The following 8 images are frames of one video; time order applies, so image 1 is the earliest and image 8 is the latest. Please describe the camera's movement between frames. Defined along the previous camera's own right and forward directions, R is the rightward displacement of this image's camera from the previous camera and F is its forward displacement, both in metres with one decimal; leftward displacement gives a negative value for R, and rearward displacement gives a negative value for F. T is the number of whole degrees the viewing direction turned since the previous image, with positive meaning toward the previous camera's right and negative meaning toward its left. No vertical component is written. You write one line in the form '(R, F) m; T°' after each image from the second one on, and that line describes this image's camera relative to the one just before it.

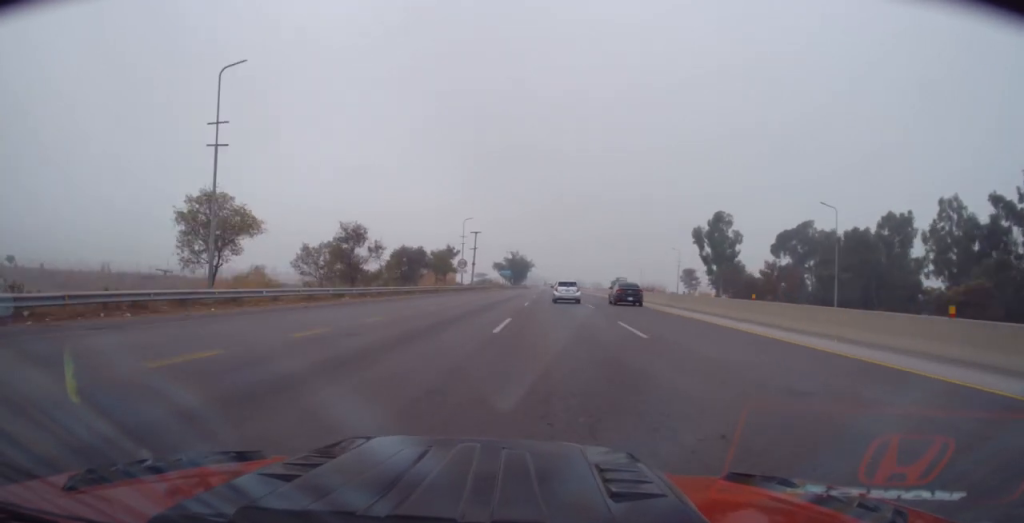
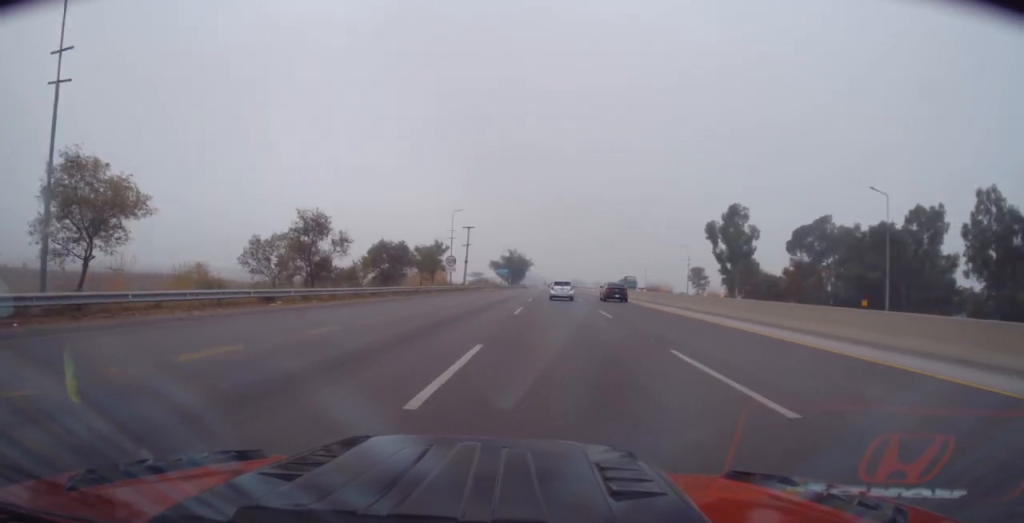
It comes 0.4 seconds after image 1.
(-0.1, +9.1) m; 0°
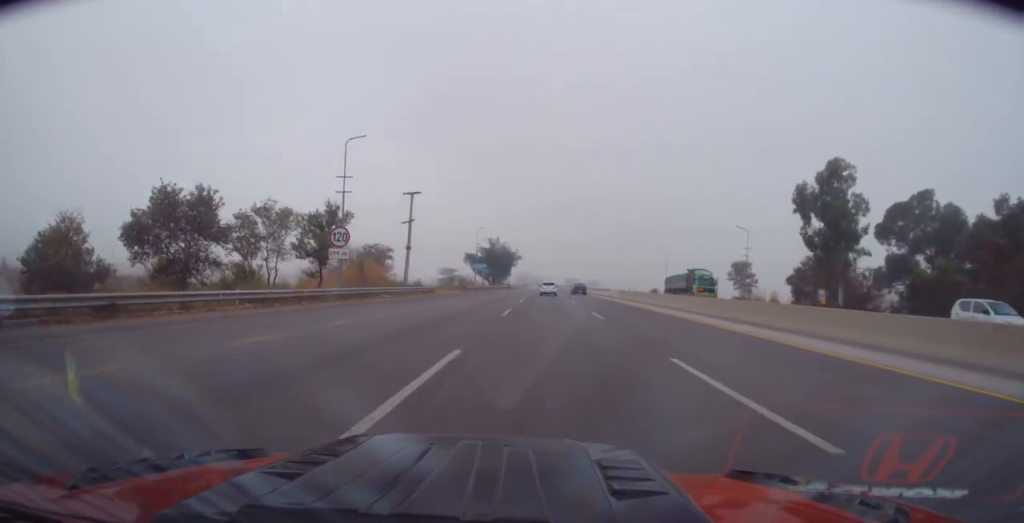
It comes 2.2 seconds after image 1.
(+0.7, +37.0) m; +1°
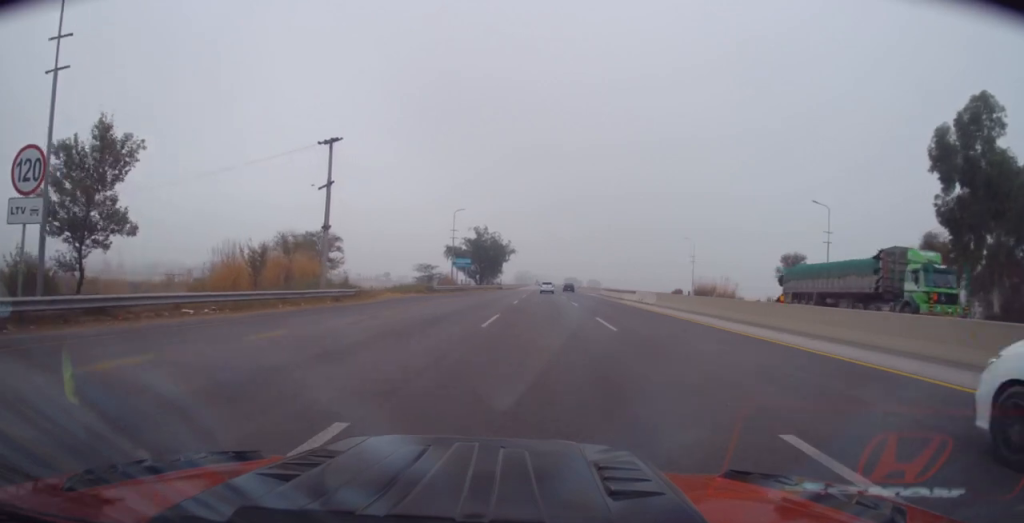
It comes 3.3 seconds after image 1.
(-0.4, +23.5) m; 0°
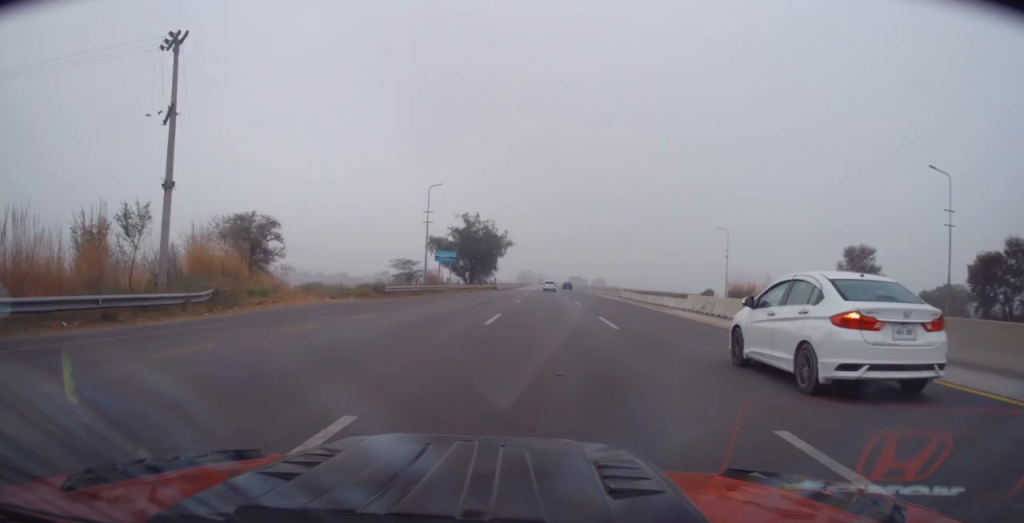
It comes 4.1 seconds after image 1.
(+0.3, +17.9) m; +1°
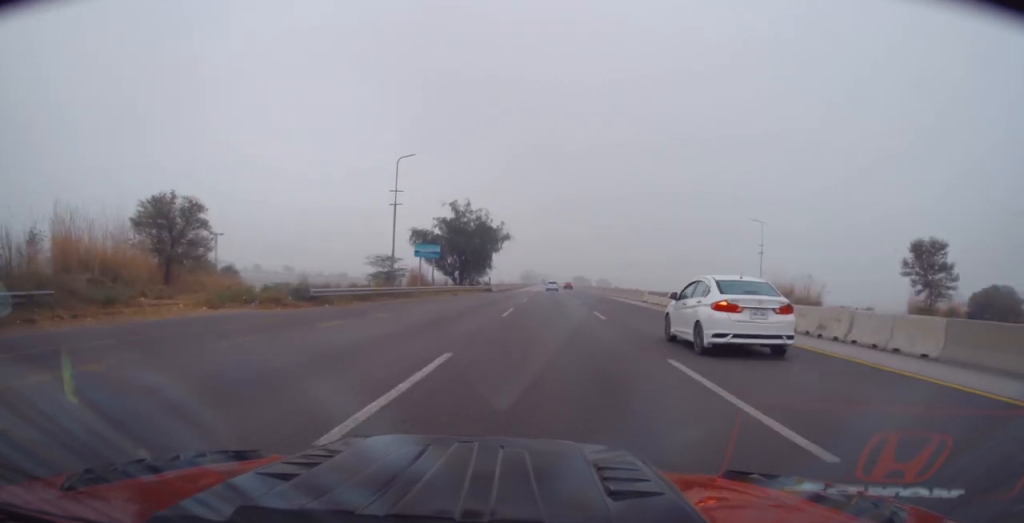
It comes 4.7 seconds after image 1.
(0.0, +13.0) m; 0°
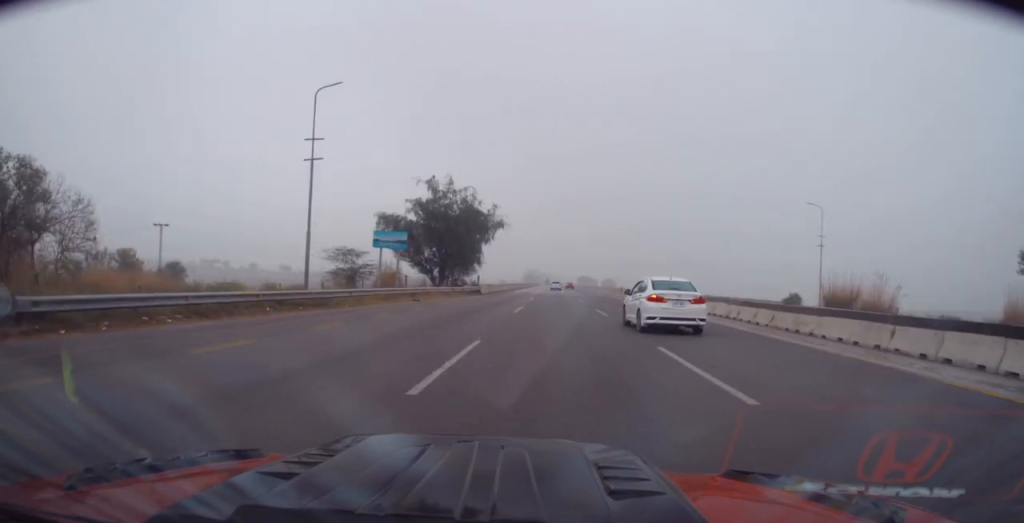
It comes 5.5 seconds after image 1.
(-0.1, +15.9) m; -1°
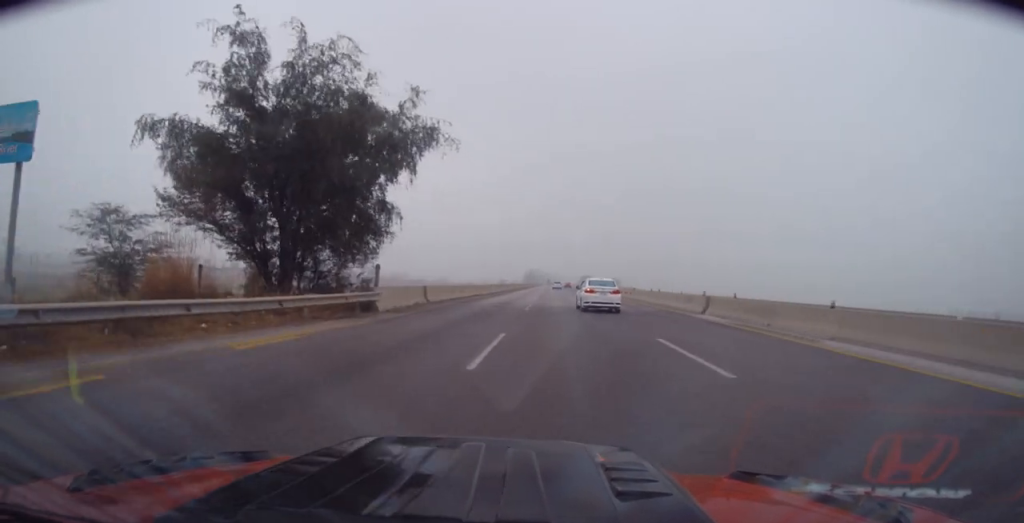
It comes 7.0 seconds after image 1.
(-0.5, +34.0) m; 0°
